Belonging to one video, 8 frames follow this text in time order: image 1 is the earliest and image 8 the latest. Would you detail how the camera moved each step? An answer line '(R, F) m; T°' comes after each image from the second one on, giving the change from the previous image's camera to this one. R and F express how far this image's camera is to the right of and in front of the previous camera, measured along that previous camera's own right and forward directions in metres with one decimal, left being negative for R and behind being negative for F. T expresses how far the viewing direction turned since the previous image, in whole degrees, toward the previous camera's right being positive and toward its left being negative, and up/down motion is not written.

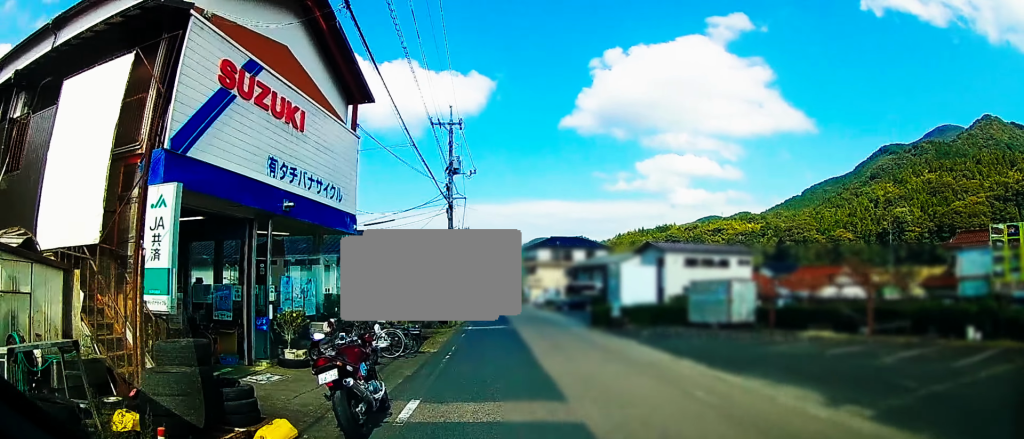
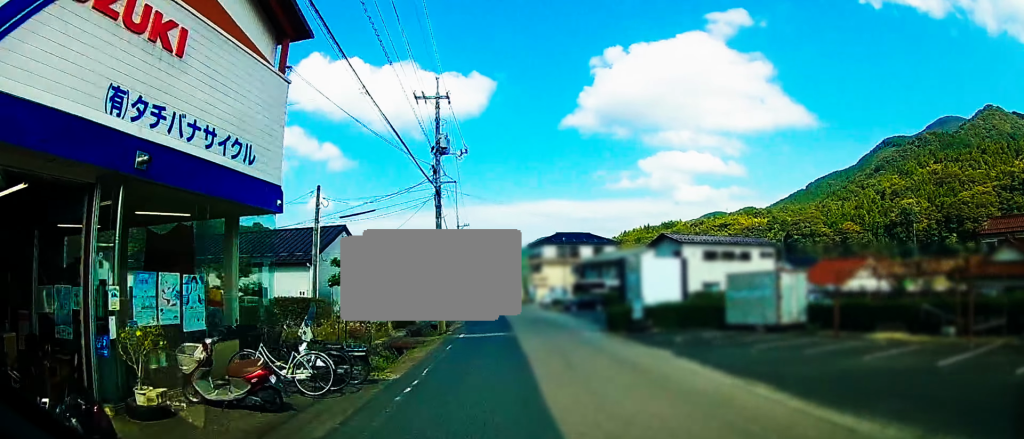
(+0.3, +3.8) m; +2°
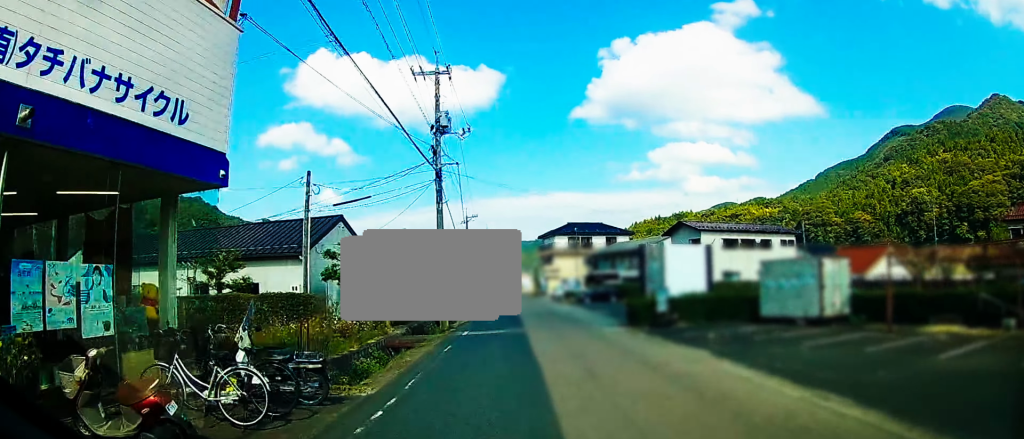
(0.0, +2.4) m; 0°
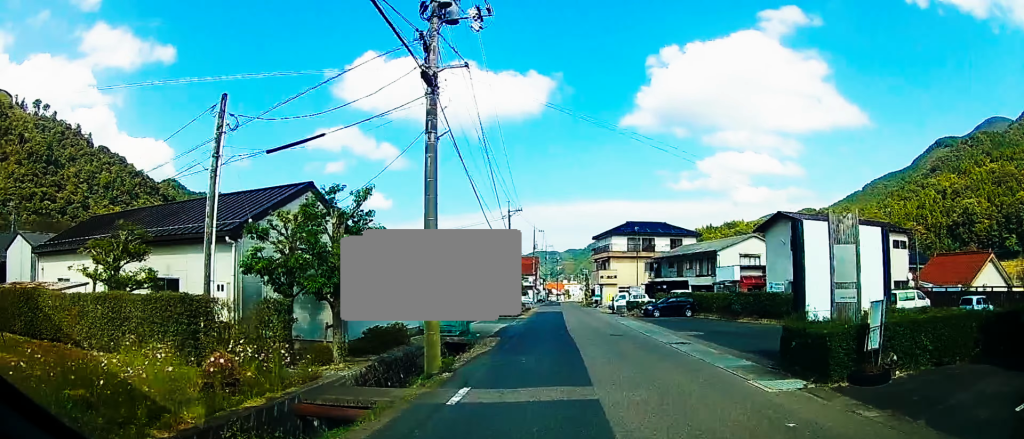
(-0.2, +8.9) m; -4°
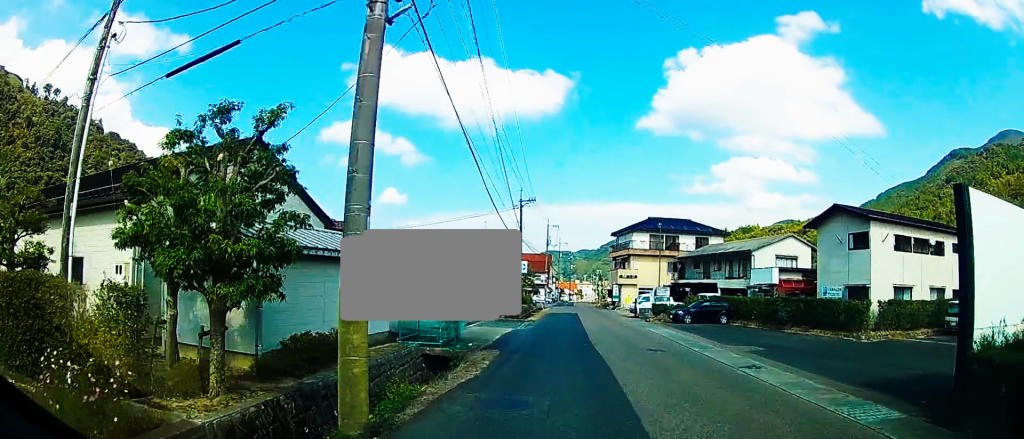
(-0.2, +4.7) m; -2°
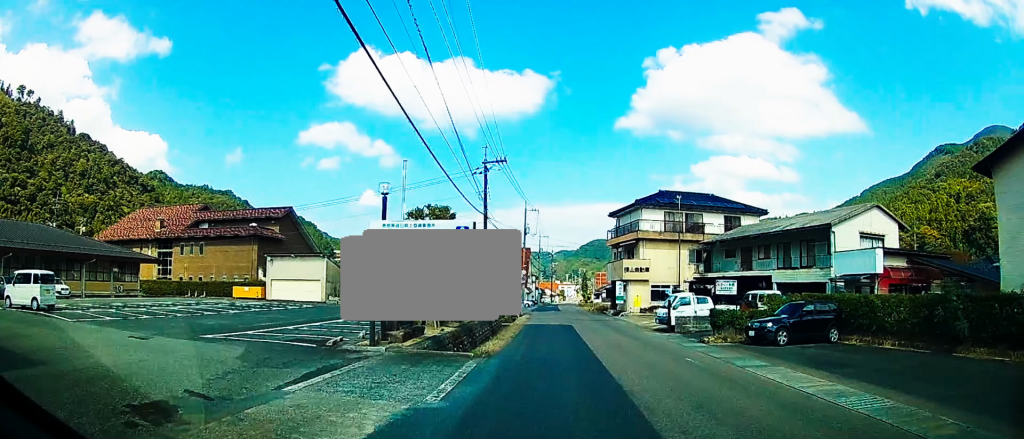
(+0.1, +13.0) m; 0°
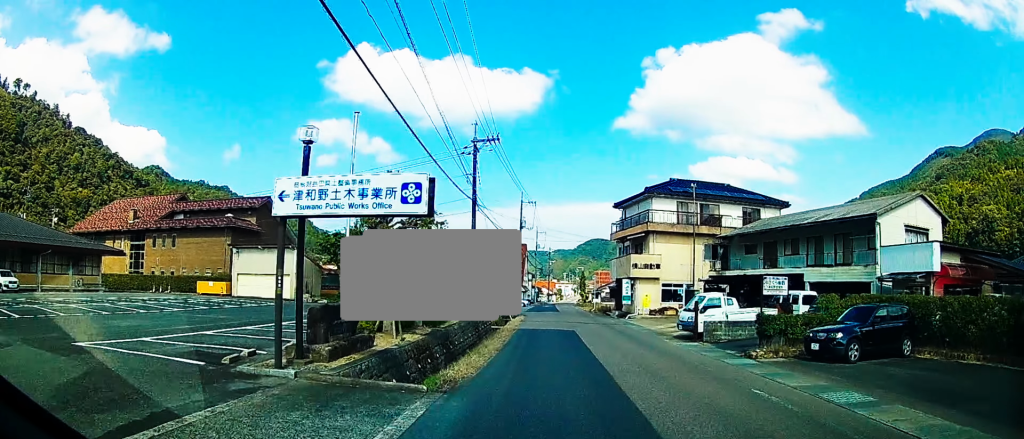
(0.0, +4.2) m; 0°
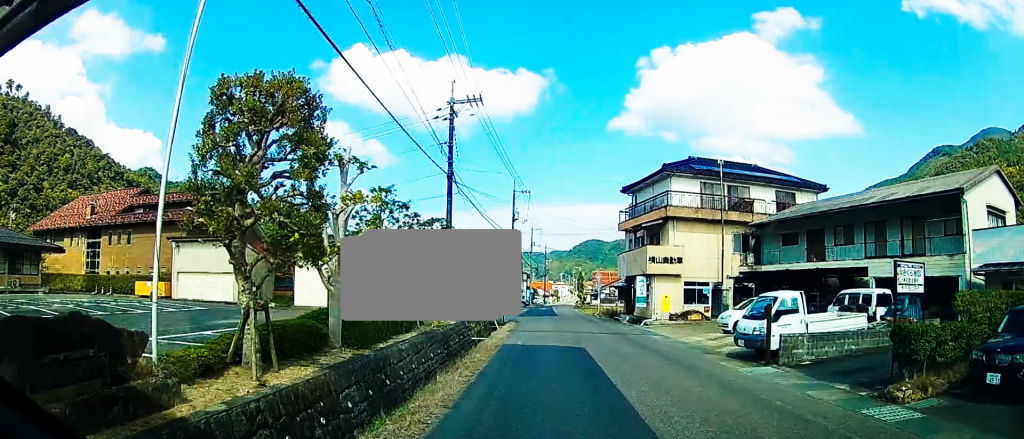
(-0.3, +6.6) m; +1°
